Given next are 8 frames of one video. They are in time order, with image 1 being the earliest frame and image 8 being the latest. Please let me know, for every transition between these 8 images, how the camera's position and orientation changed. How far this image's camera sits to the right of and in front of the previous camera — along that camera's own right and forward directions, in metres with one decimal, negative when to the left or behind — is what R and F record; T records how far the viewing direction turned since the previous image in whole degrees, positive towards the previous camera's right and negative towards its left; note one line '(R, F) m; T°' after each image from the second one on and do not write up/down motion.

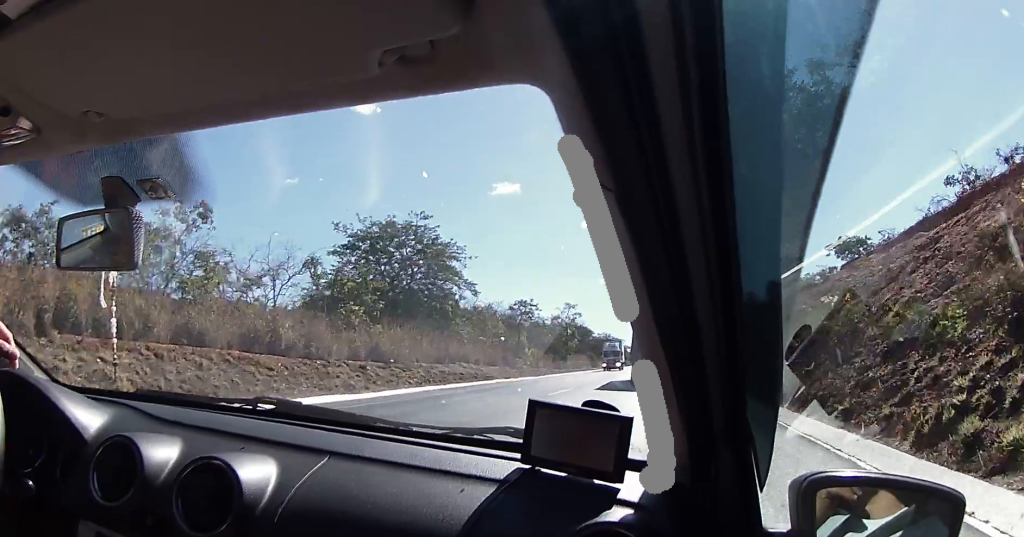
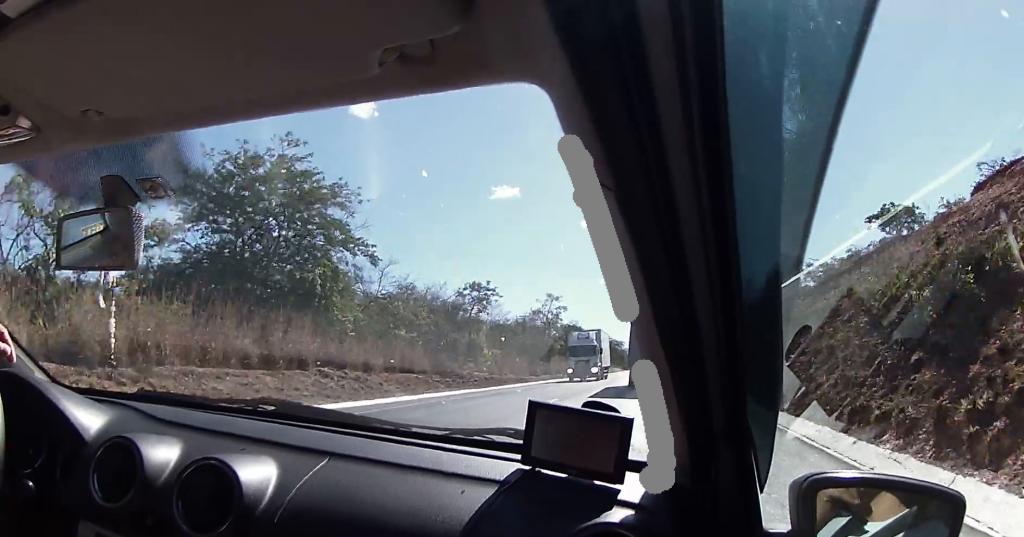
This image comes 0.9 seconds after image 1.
(-0.1, +17.6) m; -1°
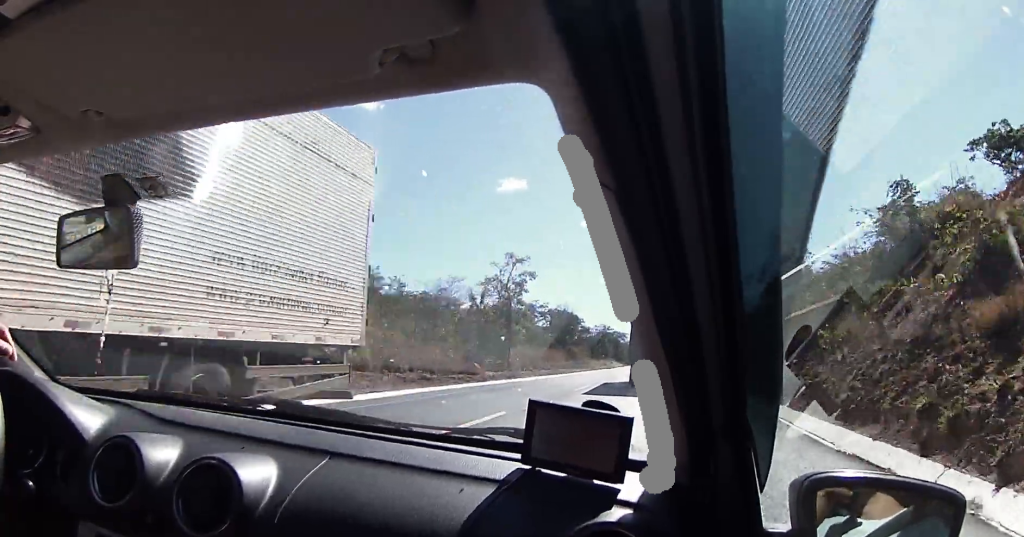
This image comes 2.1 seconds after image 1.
(-0.2, +24.4) m; -1°
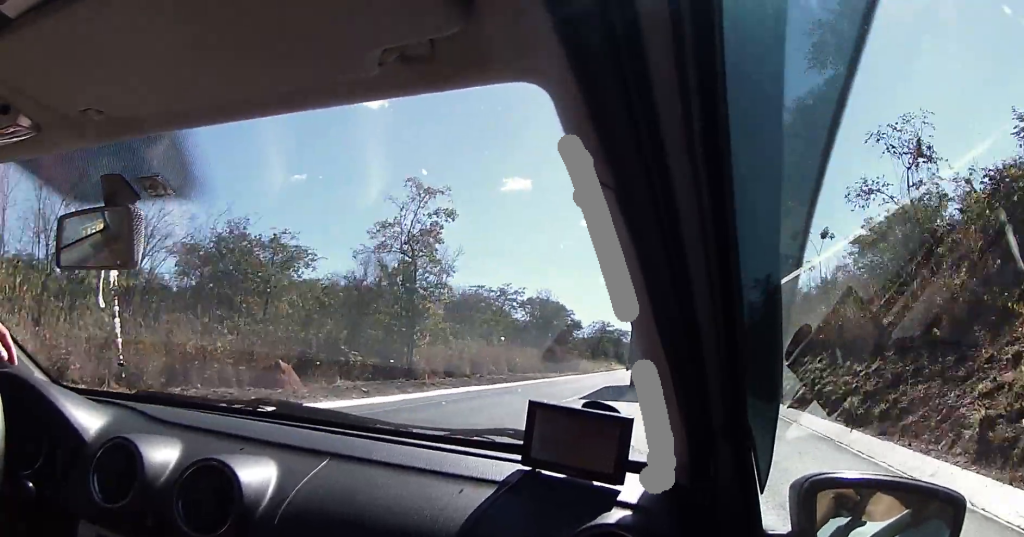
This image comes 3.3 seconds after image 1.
(-0.3, +22.3) m; 0°
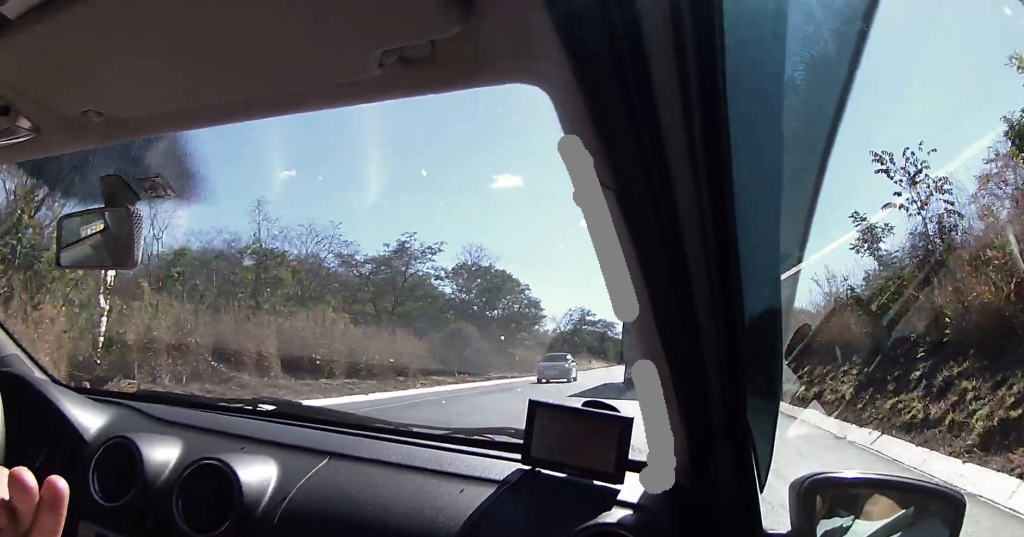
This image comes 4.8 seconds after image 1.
(+0.4, +29.1) m; 0°
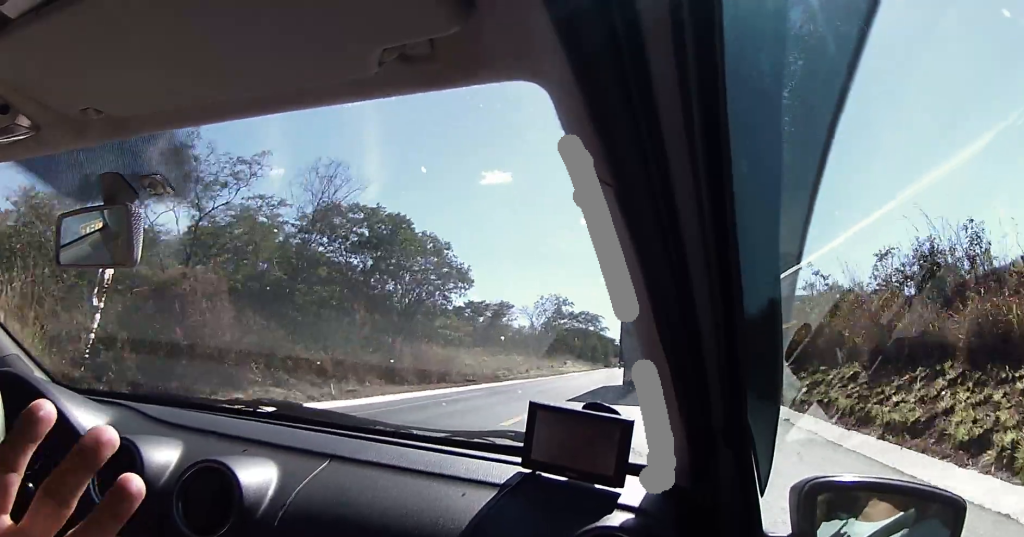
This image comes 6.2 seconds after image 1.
(0.0, +24.5) m; 0°
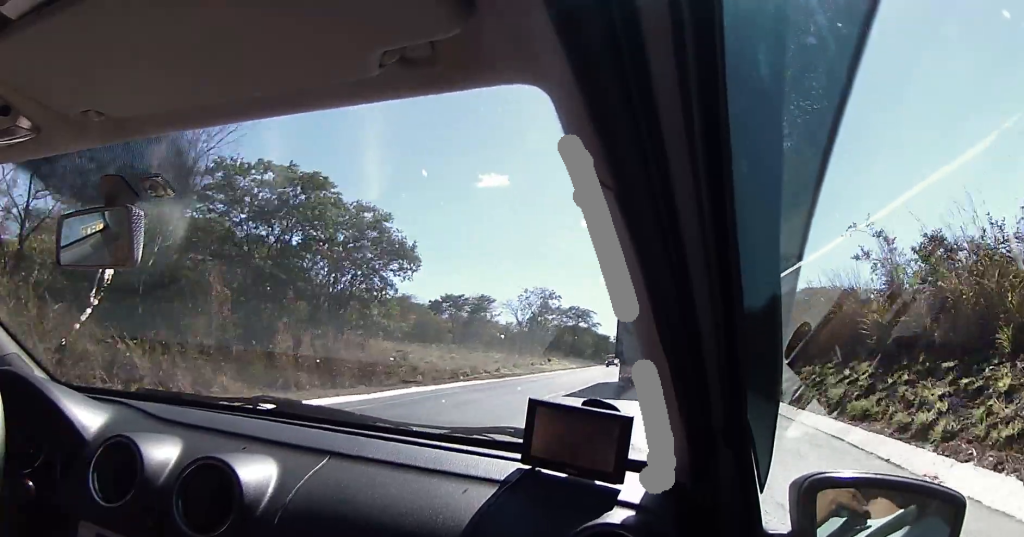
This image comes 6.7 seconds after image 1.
(+0.1, +9.8) m; 0°
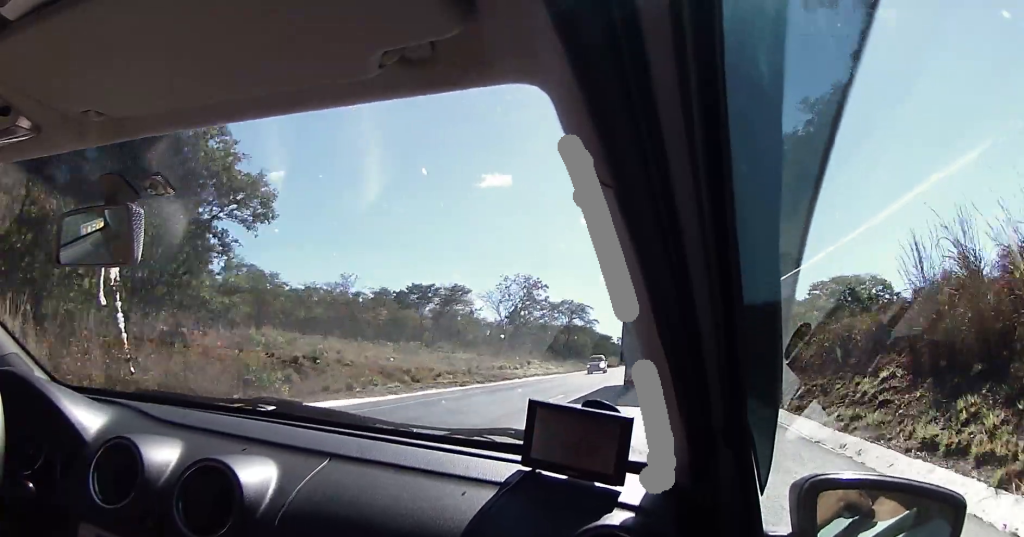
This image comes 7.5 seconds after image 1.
(-0.4, +15.4) m; +1°
